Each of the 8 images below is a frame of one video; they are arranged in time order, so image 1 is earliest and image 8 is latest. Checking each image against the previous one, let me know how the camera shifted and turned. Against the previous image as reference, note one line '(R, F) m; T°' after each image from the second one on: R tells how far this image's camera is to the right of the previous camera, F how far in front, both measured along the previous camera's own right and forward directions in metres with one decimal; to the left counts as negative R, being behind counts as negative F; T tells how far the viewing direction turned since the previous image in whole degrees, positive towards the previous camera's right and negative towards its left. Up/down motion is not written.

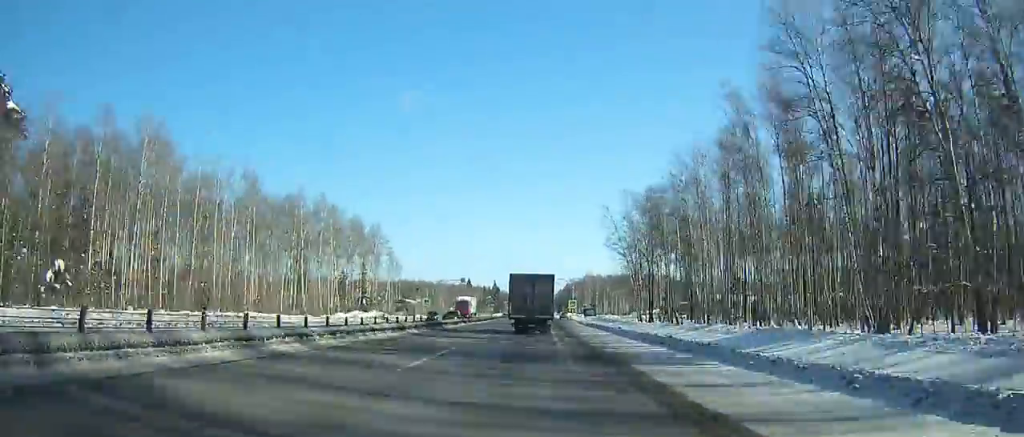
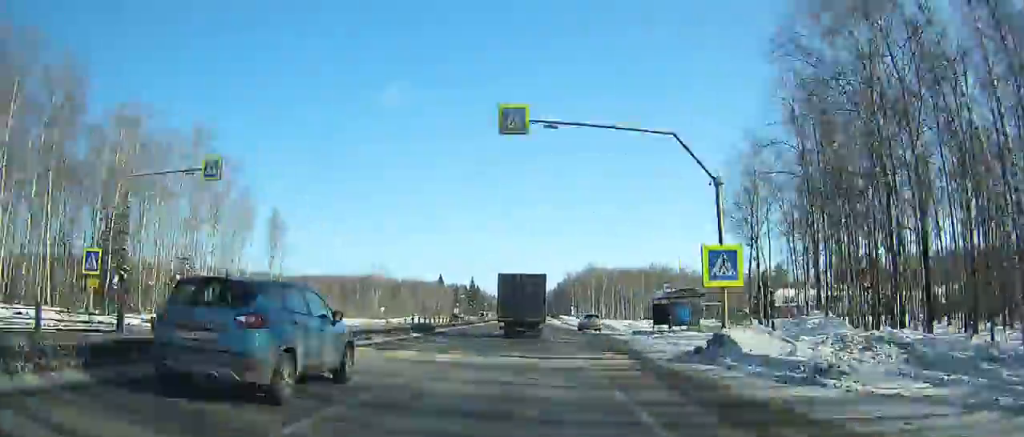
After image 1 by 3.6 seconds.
(-7.2, +77.6) m; -4°
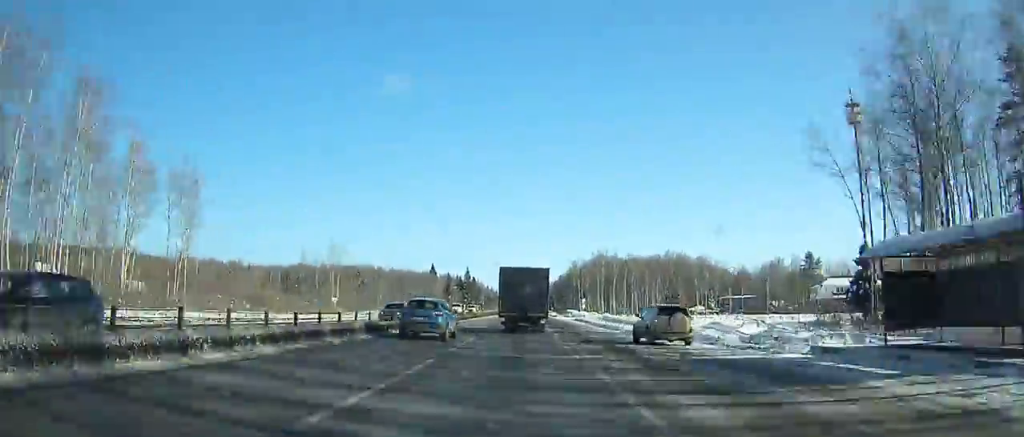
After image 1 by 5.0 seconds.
(+1.5, +30.2) m; +2°
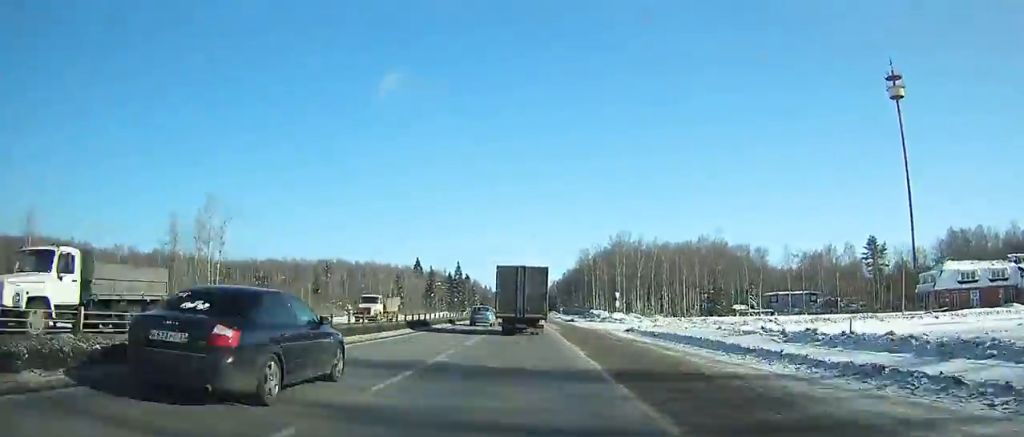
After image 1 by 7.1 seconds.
(+2.2, +45.3) m; +3°
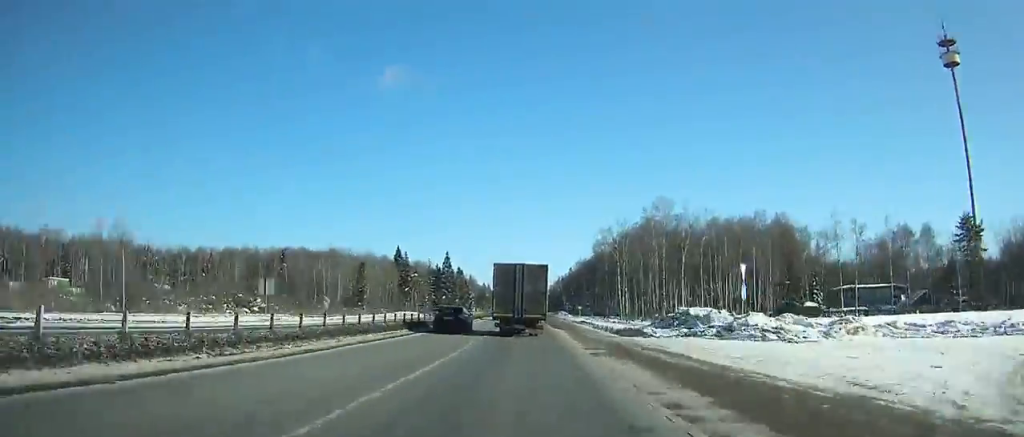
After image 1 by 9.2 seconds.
(+0.3, +45.1) m; 0°
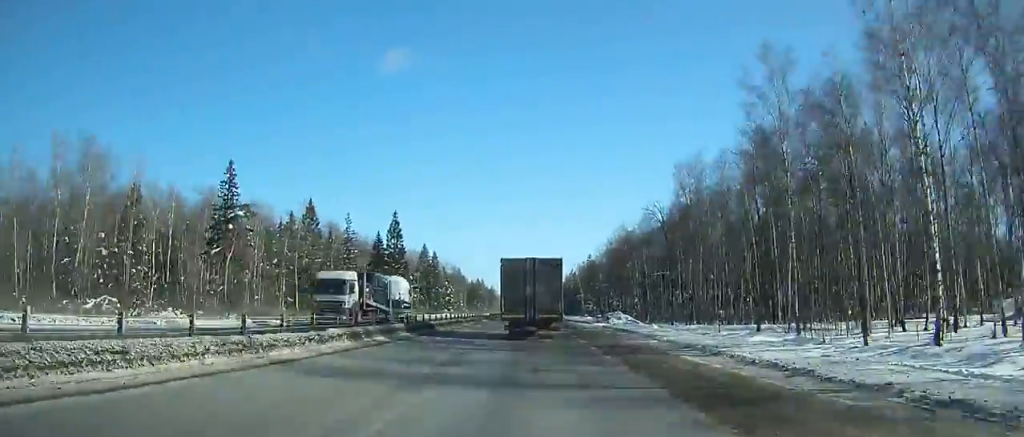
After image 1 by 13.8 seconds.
(-0.3, +99.9) m; 0°
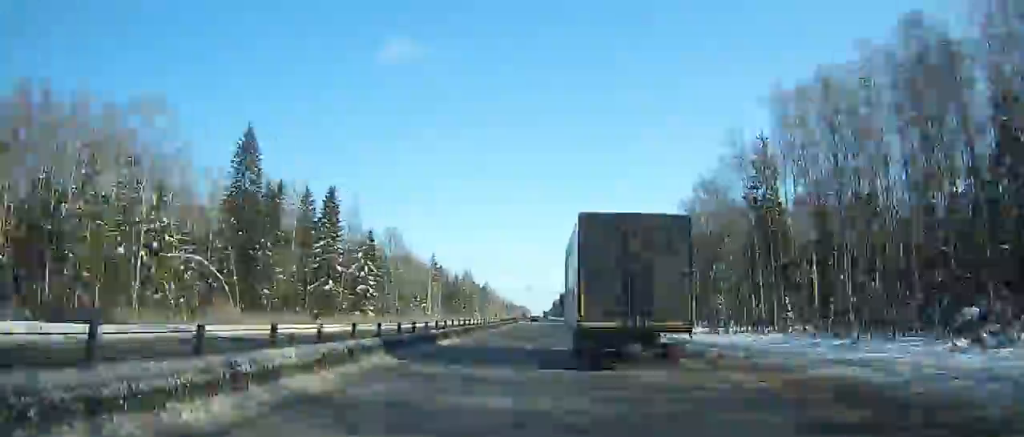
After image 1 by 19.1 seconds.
(-0.5, +121.7) m; 0°
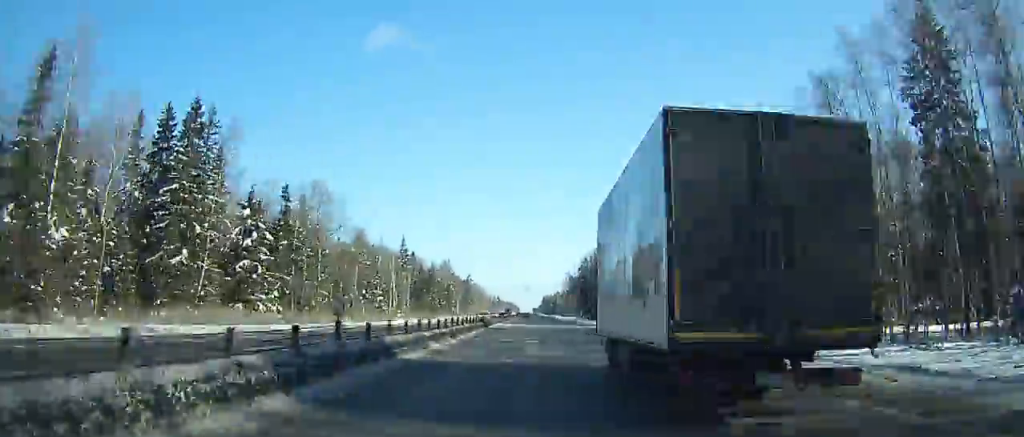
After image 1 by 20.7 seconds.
(0.0, +39.4) m; +2°
